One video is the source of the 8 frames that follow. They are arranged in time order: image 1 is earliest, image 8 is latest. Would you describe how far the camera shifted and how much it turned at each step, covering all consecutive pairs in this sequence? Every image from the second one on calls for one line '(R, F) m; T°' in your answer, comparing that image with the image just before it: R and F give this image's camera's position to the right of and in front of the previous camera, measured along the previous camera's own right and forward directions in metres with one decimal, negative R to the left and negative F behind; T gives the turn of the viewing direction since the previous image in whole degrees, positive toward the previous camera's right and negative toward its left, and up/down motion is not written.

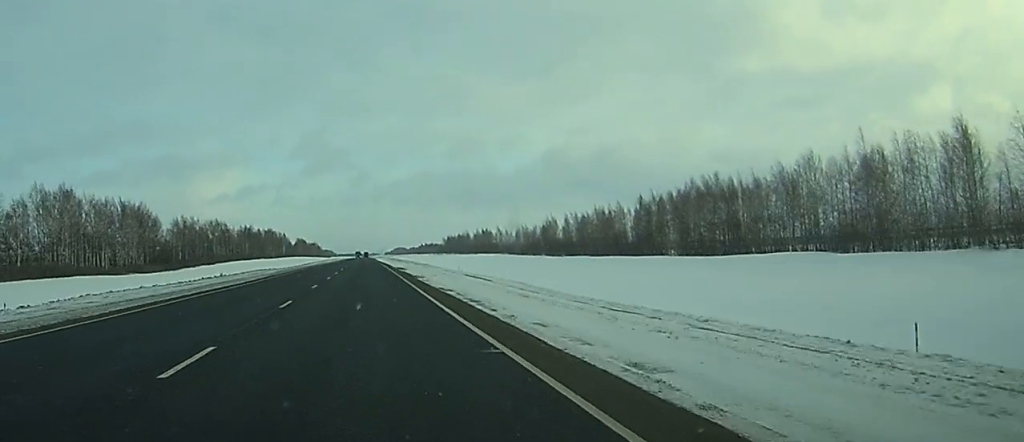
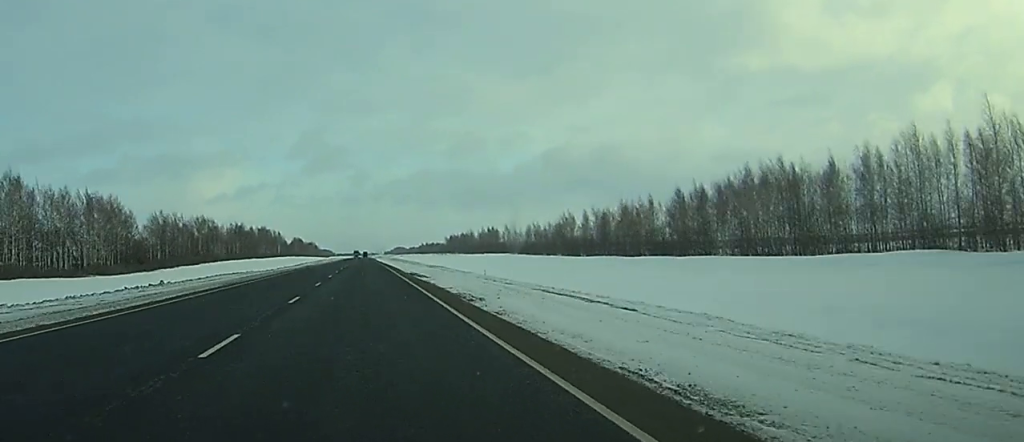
(0.0, +22.6) m; 0°
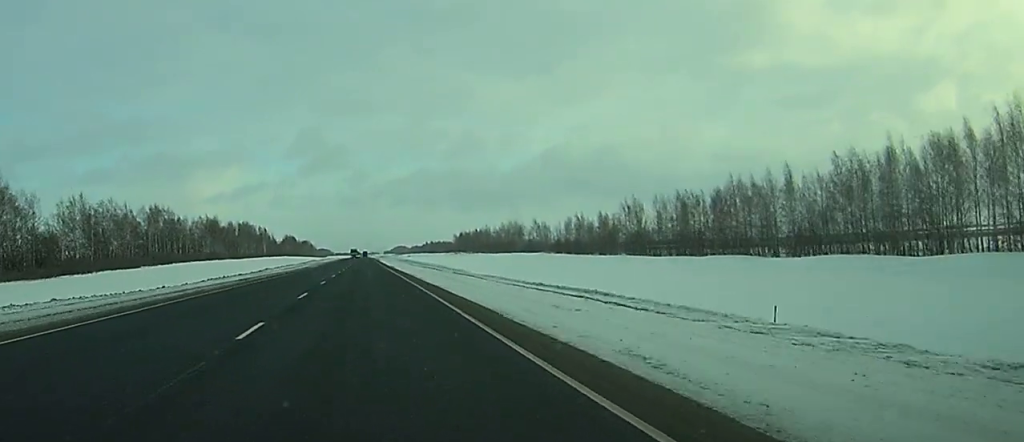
(+0.1, +57.9) m; 0°
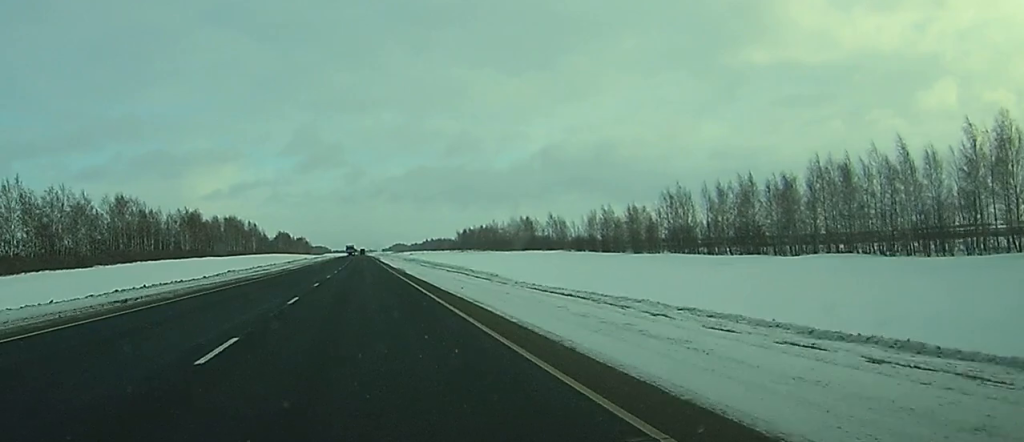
(0.0, +27.1) m; 0°
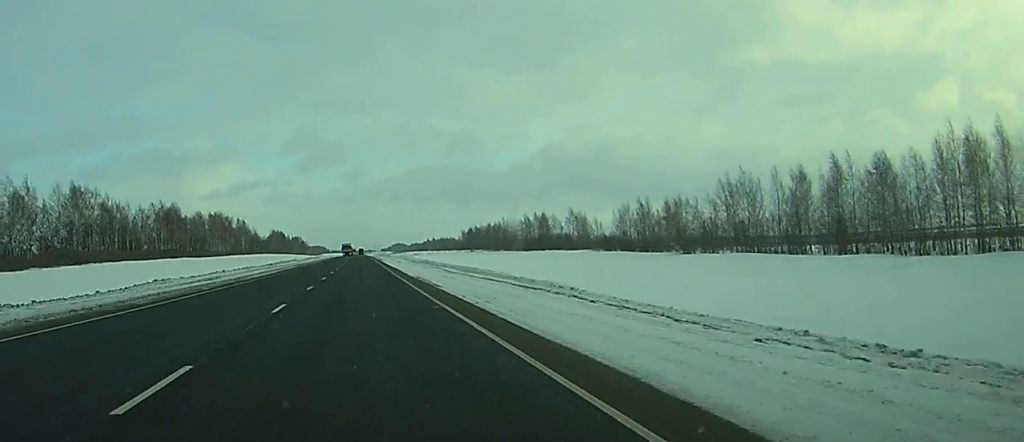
(-0.1, +27.1) m; 0°
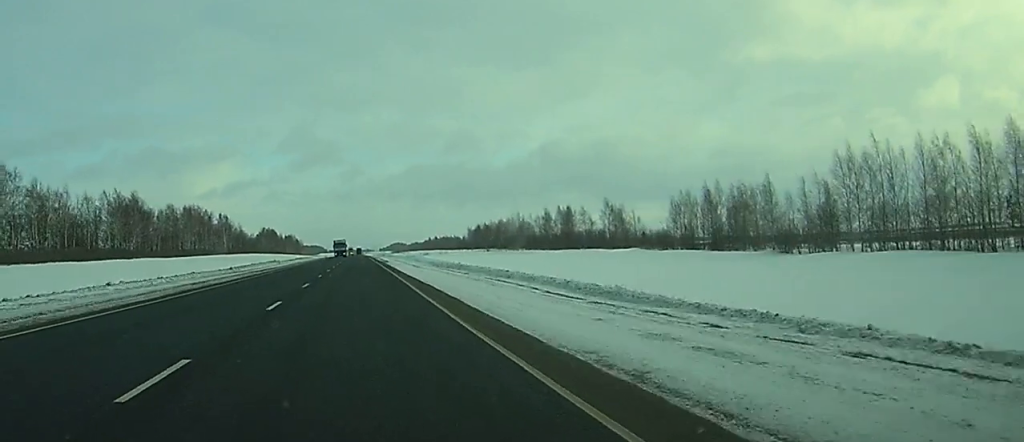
(+0.1, +35.4) m; 0°
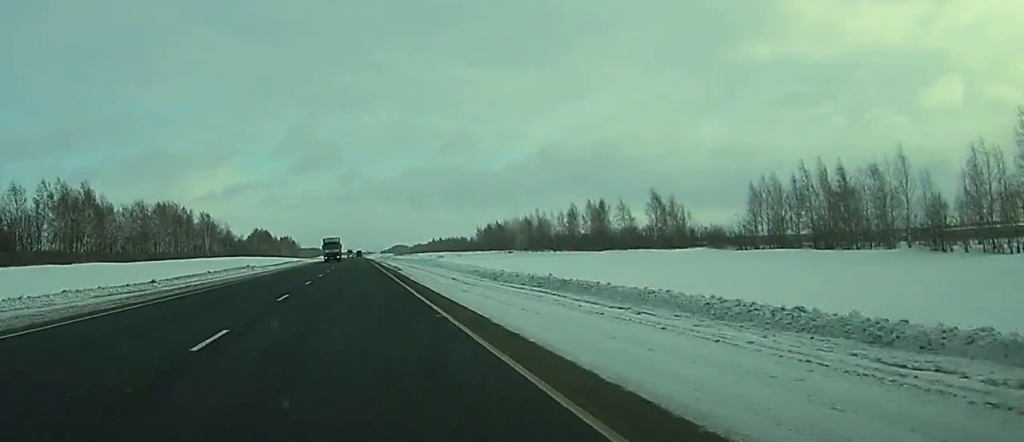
(+0.1, +32.0) m; 0°
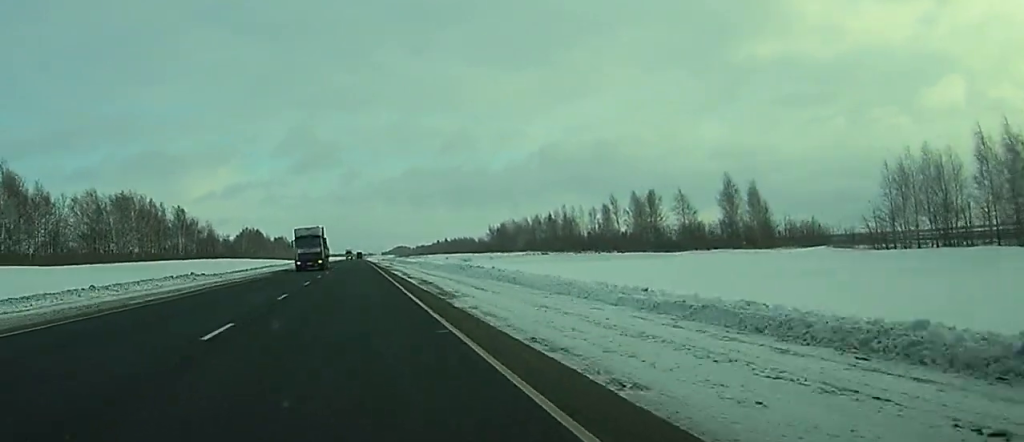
(0.0, +34.4) m; 0°
